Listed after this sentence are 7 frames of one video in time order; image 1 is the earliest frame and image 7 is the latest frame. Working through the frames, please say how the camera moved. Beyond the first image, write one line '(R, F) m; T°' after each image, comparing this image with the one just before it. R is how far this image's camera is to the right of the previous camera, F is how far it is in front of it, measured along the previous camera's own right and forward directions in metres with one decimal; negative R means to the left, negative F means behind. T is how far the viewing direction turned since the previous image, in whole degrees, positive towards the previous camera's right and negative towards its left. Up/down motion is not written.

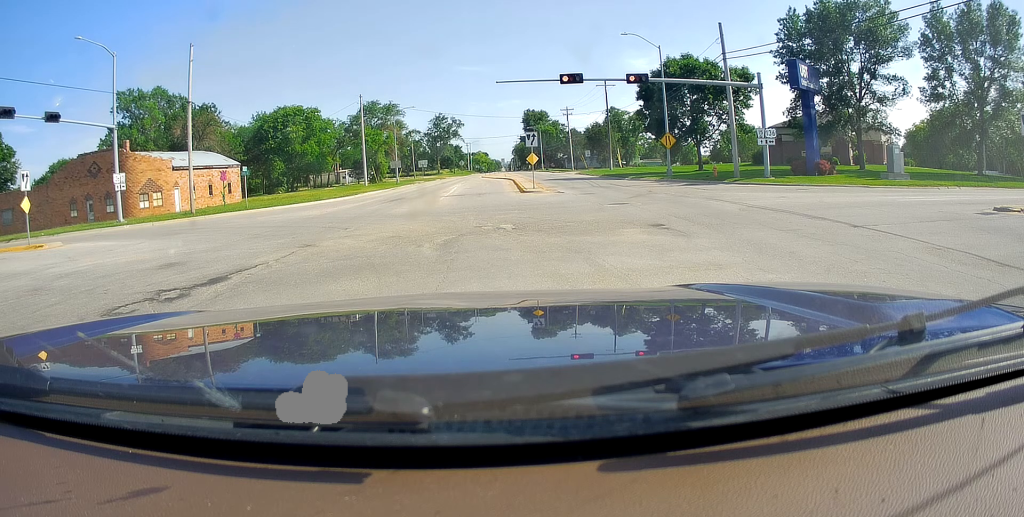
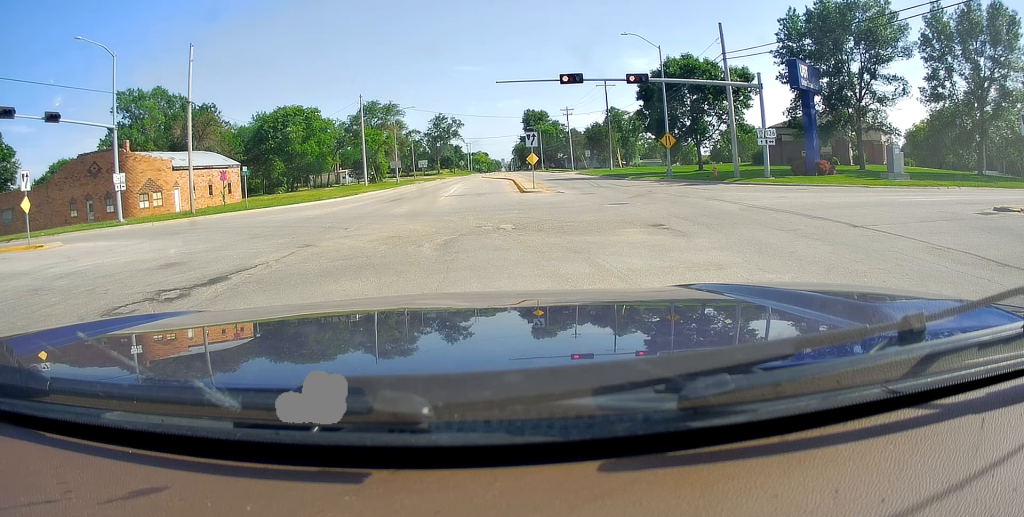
(0.0, 0.0) m; 0°
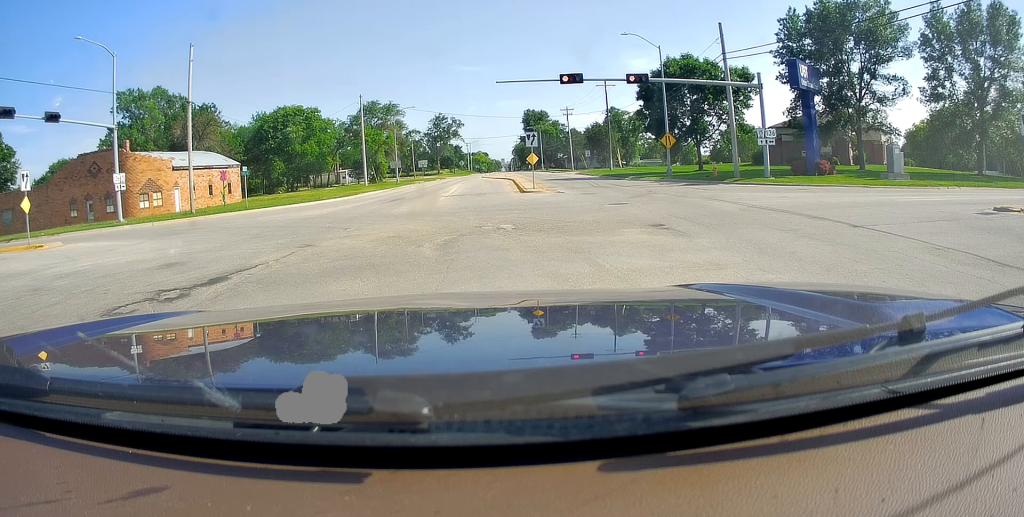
(0.0, 0.0) m; 0°
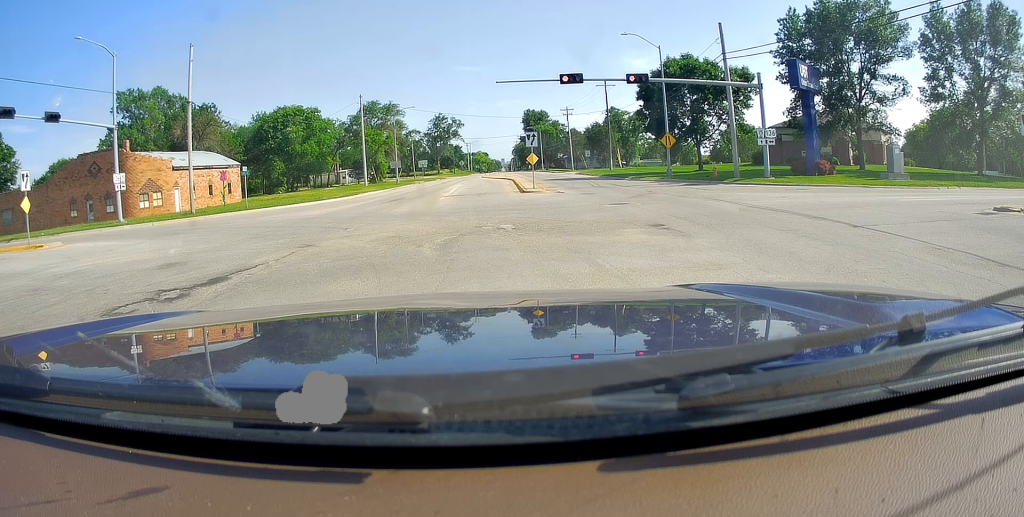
(0.0, 0.0) m; 0°
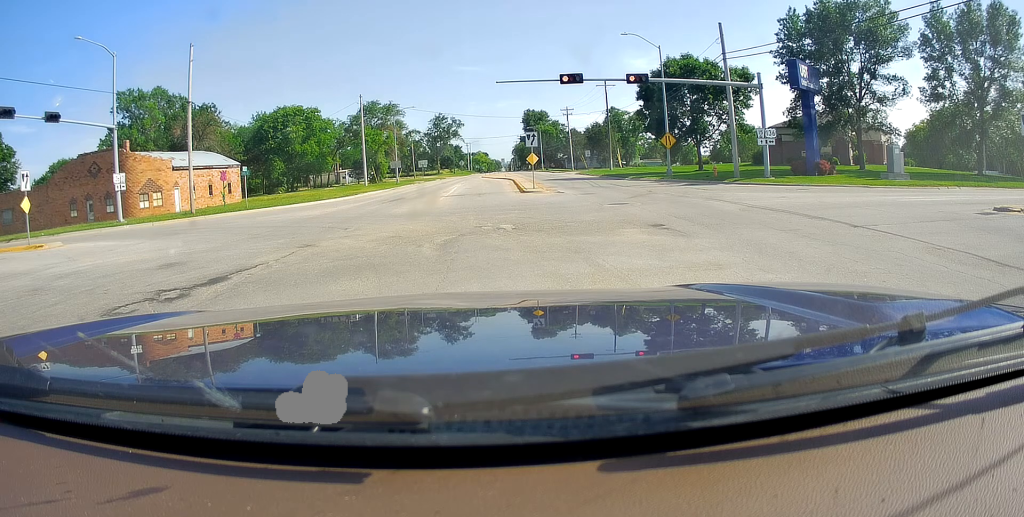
(0.0, 0.0) m; 0°
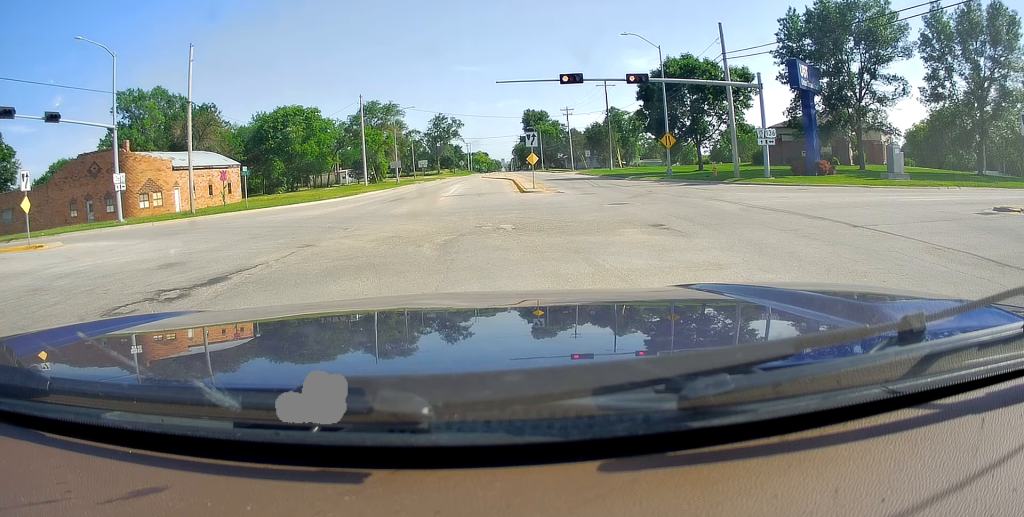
(0.0, 0.0) m; 0°
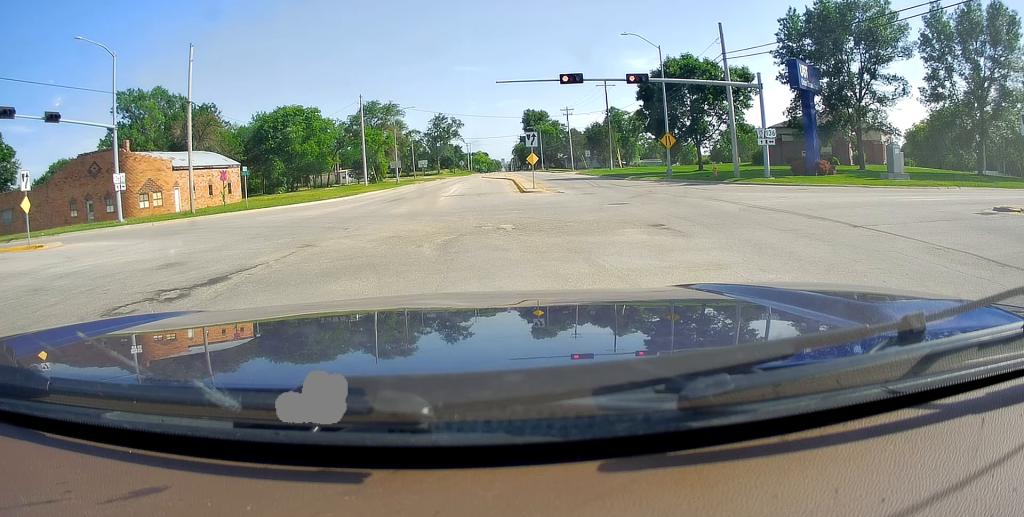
(0.0, 0.0) m; 0°
